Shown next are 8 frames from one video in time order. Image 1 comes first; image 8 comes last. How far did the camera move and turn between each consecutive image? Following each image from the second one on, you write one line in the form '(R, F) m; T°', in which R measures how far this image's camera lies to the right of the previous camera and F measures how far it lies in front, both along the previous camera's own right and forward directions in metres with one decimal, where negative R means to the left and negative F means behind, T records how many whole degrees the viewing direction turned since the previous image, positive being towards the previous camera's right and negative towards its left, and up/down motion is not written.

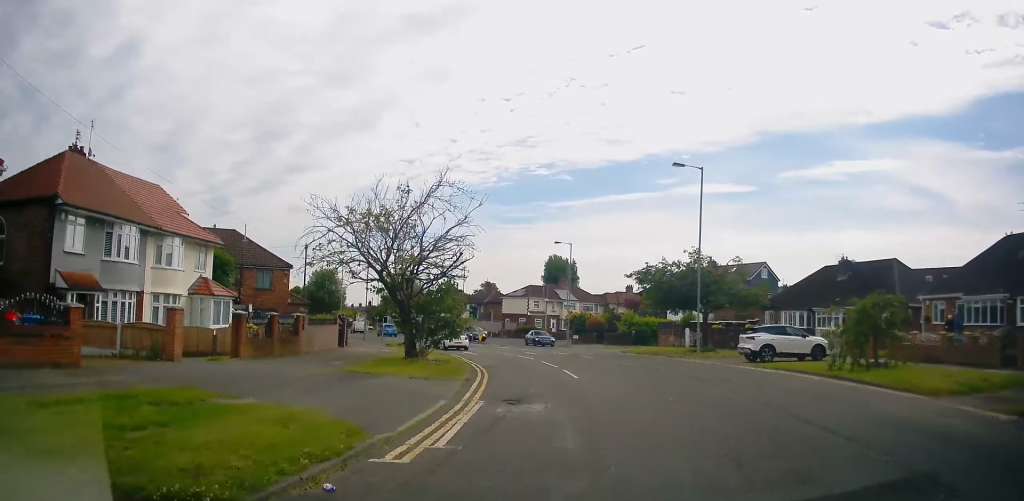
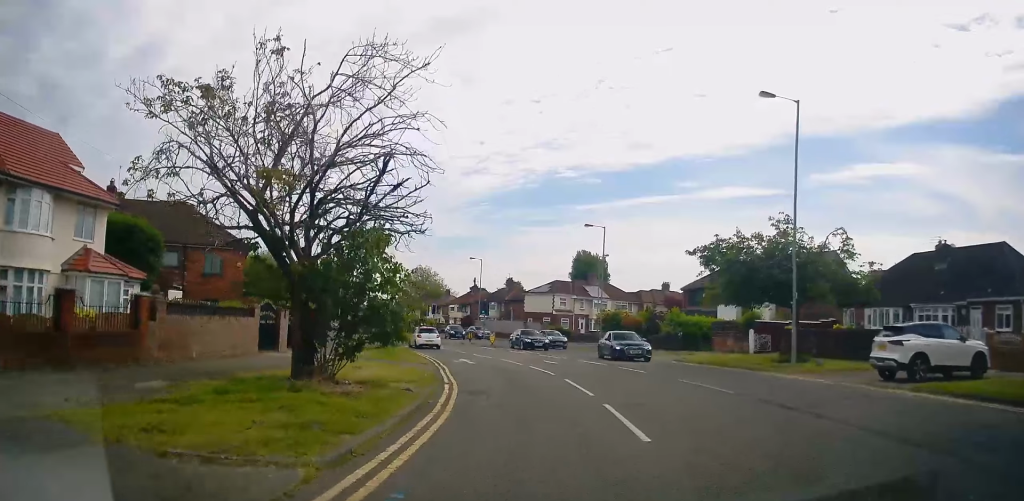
(-0.7, +10.3) m; -6°
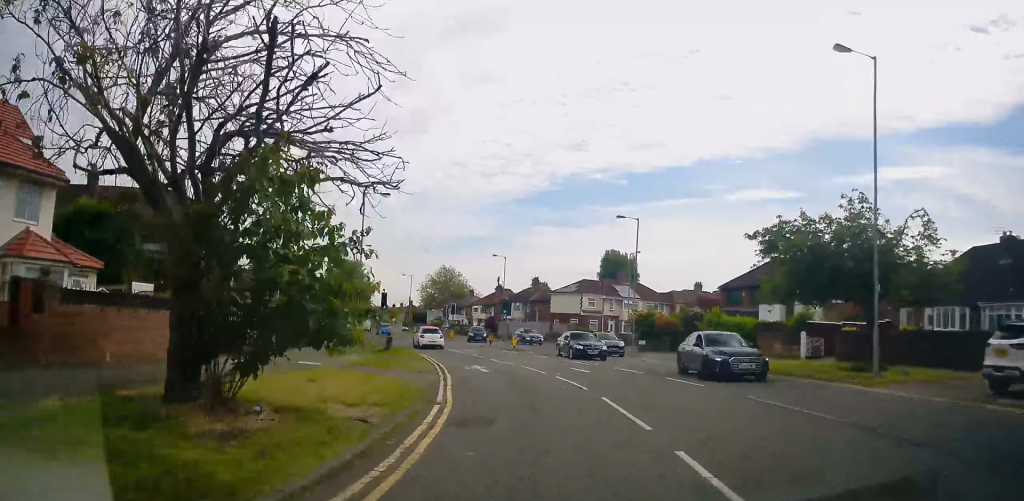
(0.0, +4.4) m; 0°
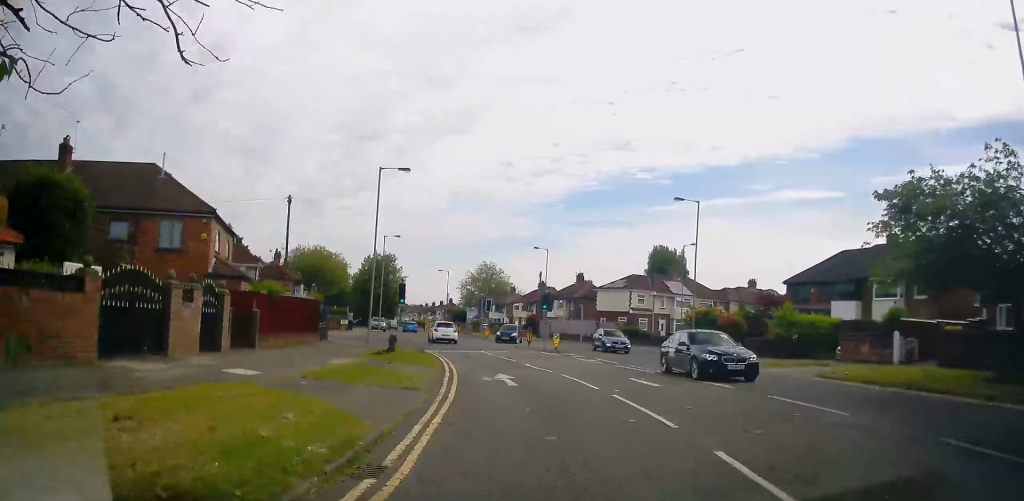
(0.0, +6.0) m; -3°
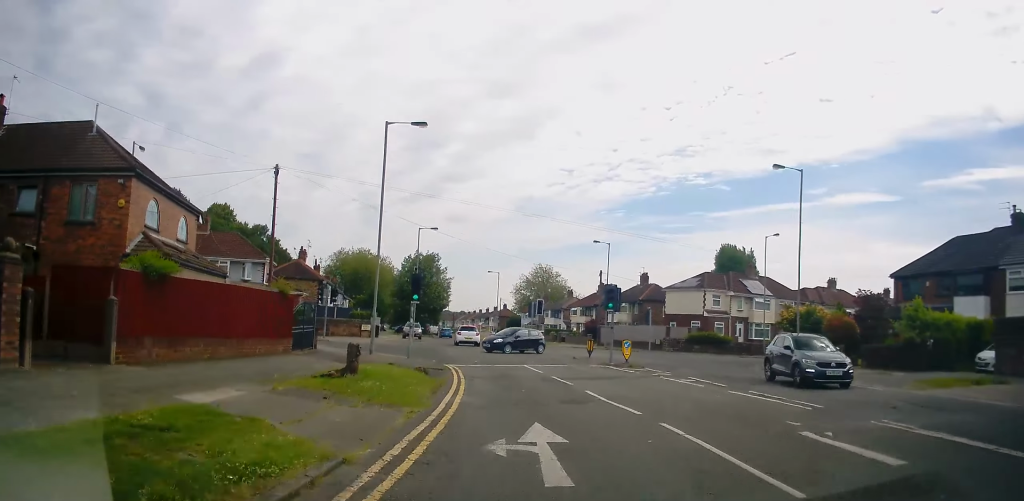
(-0.6, +9.0) m; -10°
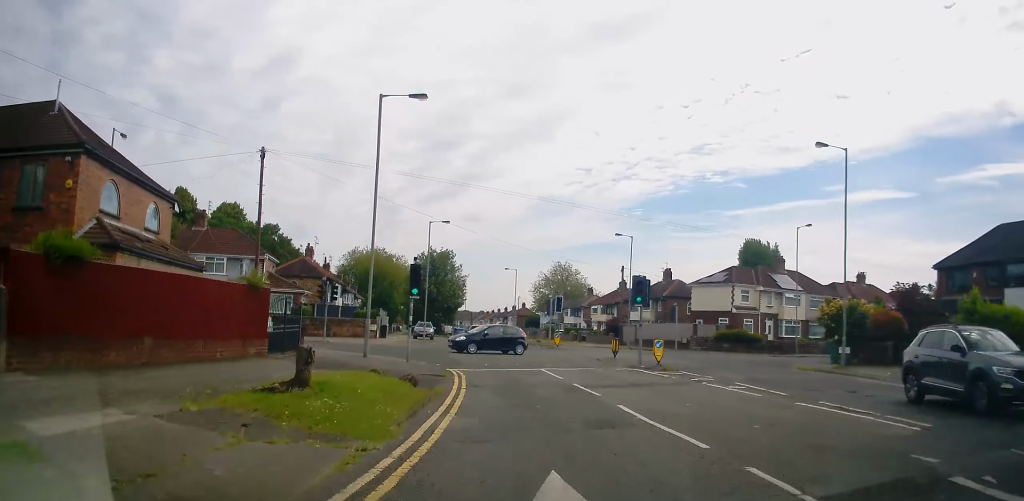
(-0.2, +3.3) m; 0°
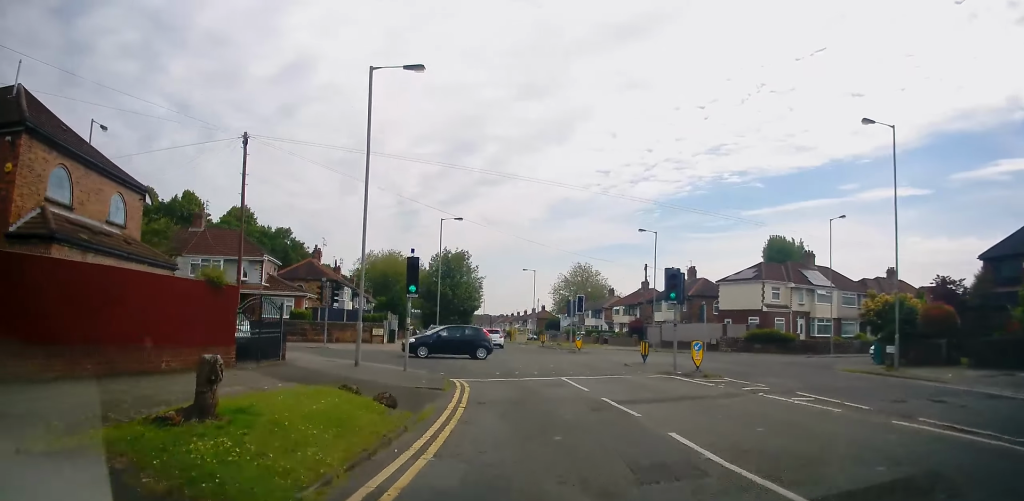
(-0.2, +3.0) m; 0°
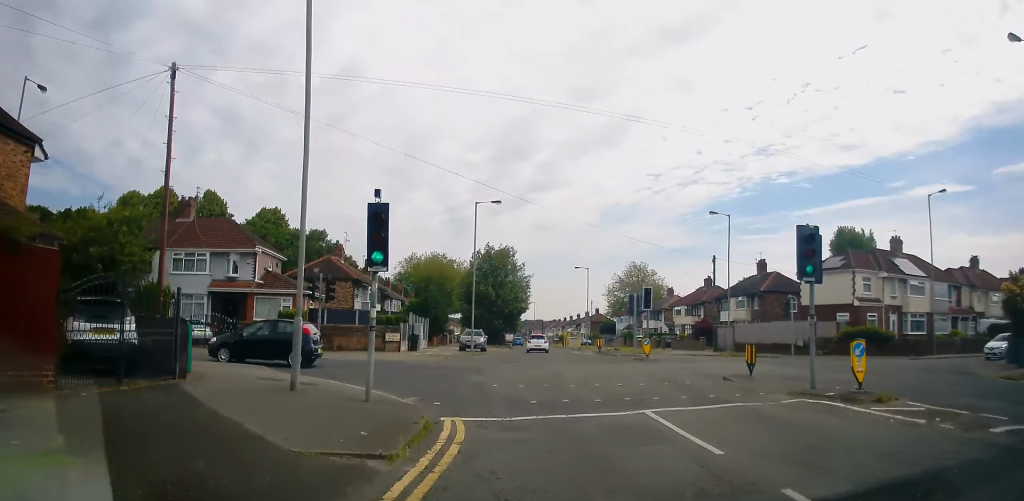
(+0.4, +7.7) m; -4°
